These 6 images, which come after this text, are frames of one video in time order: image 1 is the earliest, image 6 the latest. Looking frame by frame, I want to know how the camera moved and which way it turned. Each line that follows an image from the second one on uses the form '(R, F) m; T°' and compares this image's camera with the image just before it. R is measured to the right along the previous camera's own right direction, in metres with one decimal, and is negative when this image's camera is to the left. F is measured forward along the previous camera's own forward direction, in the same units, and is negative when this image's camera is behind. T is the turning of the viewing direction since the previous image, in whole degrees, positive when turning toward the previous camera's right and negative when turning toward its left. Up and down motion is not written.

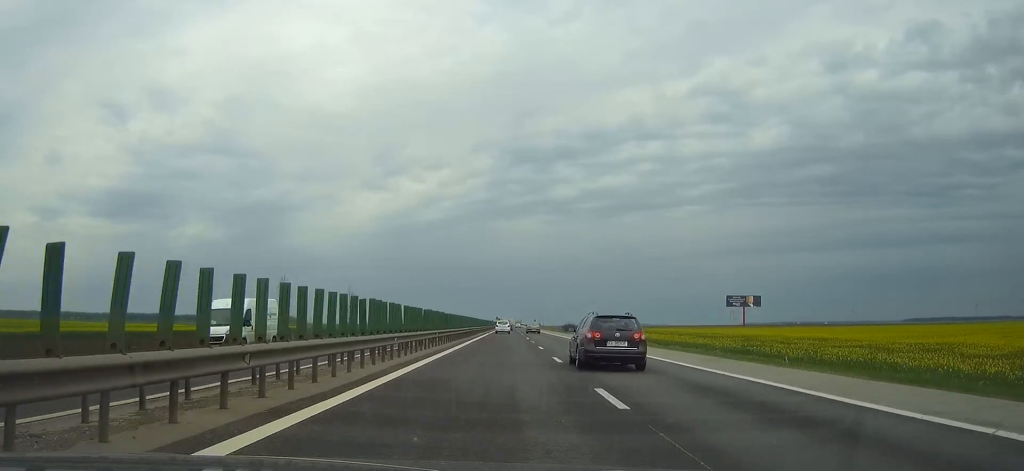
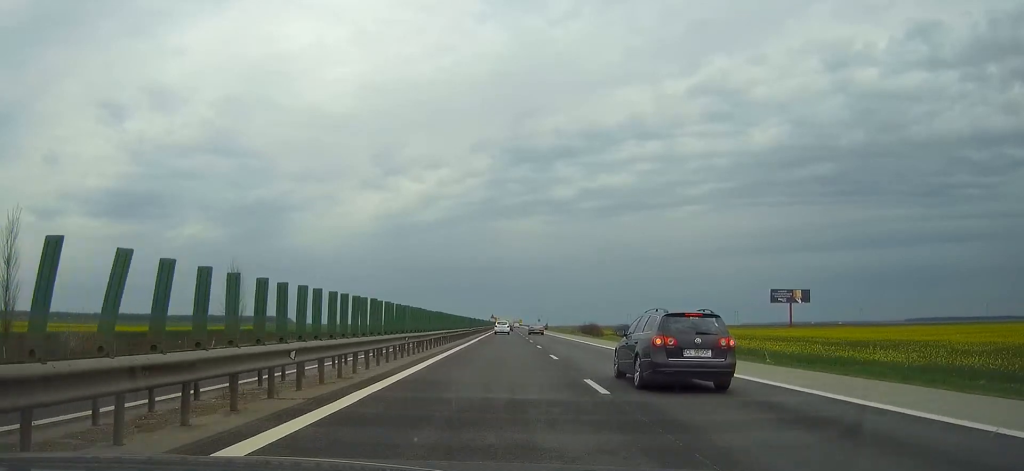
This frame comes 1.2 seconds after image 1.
(0.0, +45.8) m; 0°
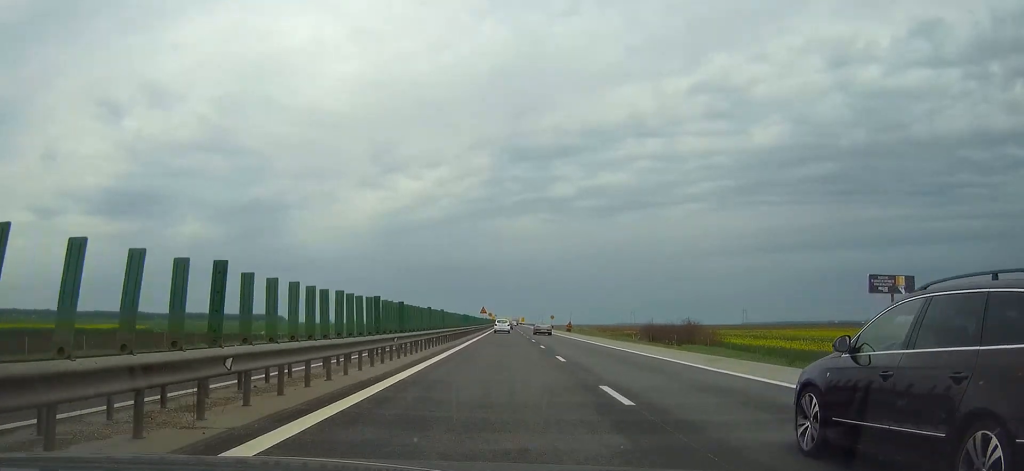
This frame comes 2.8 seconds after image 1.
(0.0, +62.0) m; 0°
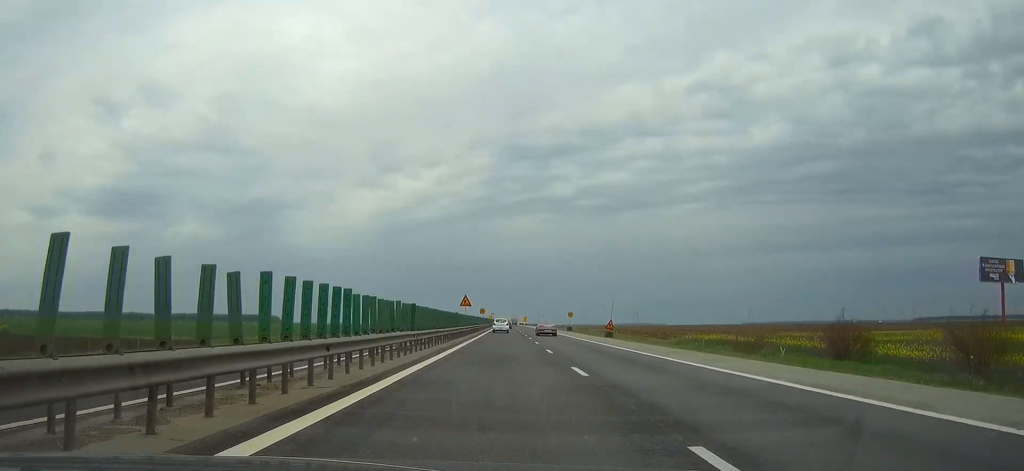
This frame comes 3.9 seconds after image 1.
(0.0, +42.7) m; 0°
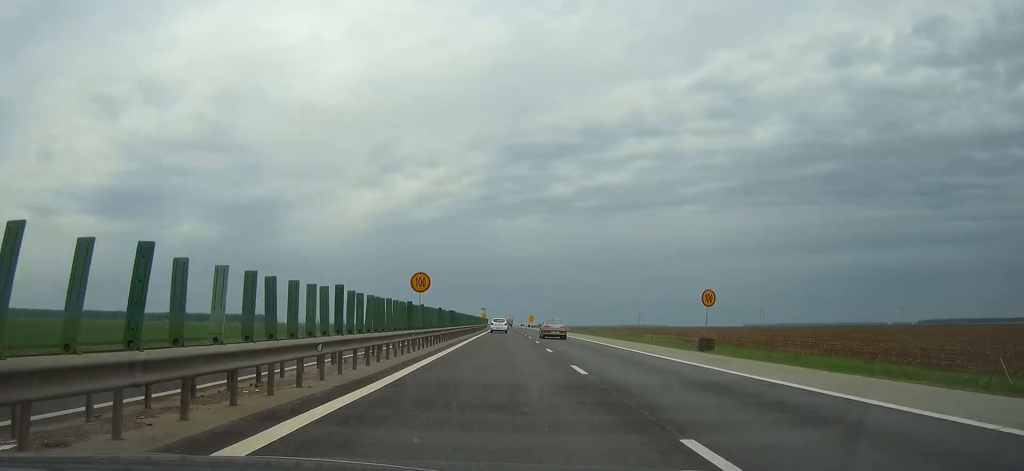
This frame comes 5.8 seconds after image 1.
(0.0, +72.4) m; 0°
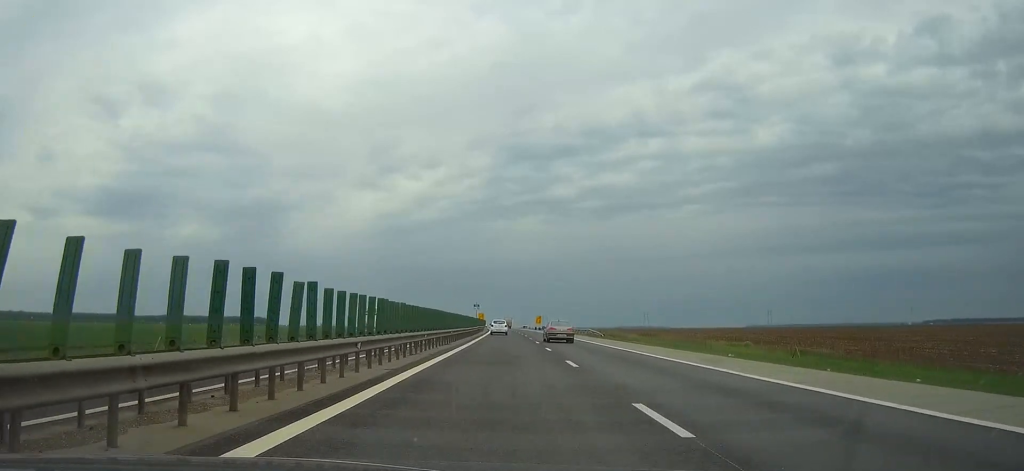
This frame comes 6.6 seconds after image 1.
(0.0, +33.6) m; 0°
